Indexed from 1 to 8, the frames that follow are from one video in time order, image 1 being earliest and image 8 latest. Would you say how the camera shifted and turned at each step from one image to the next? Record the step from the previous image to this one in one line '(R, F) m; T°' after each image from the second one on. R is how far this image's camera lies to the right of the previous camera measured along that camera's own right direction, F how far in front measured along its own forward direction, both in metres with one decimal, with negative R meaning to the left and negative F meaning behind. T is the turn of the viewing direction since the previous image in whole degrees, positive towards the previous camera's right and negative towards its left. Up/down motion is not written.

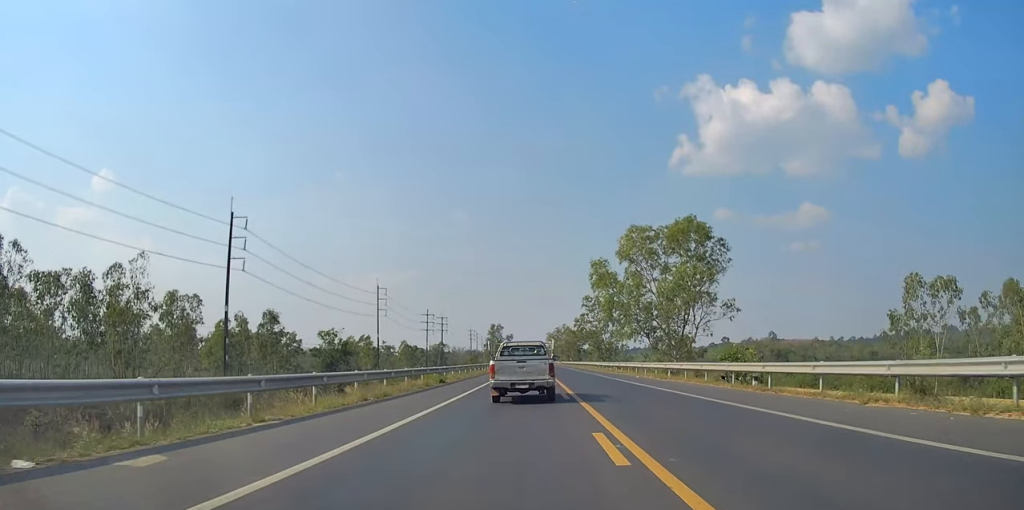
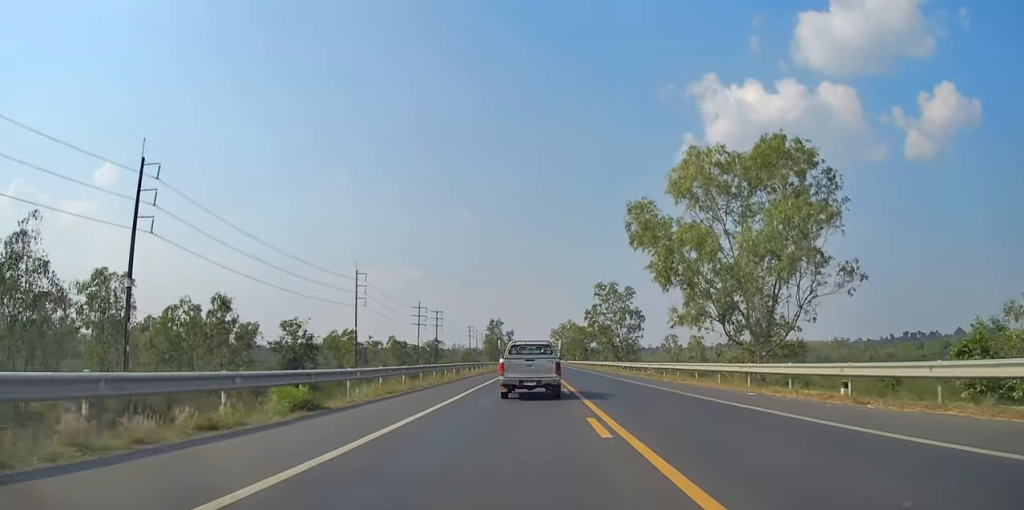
(-0.6, +21.9) m; -1°
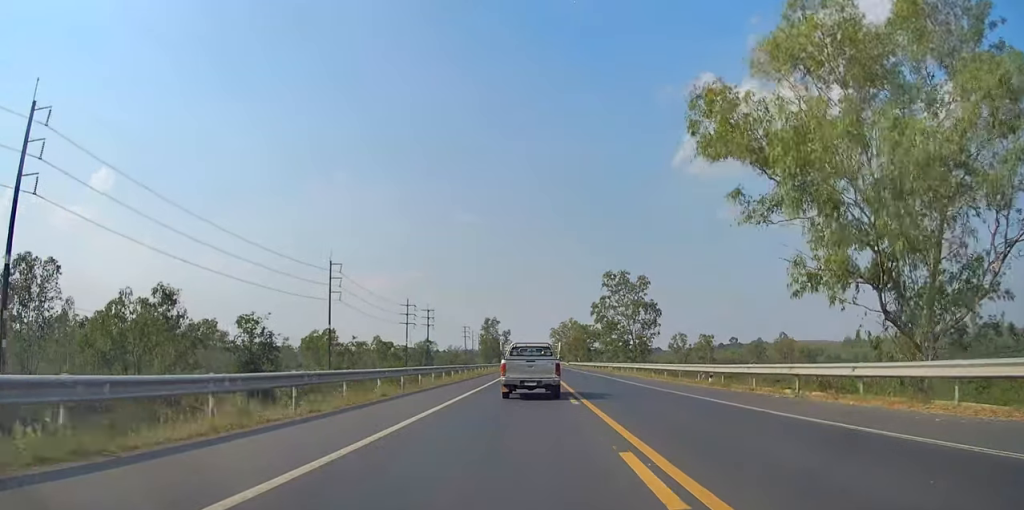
(+0.2, +16.9) m; +2°
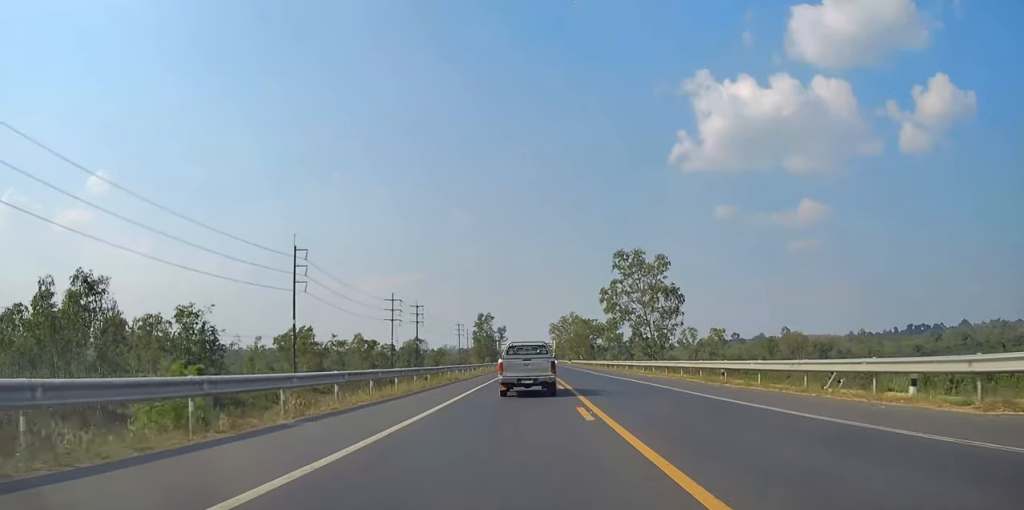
(+0.3, +16.1) m; +1°
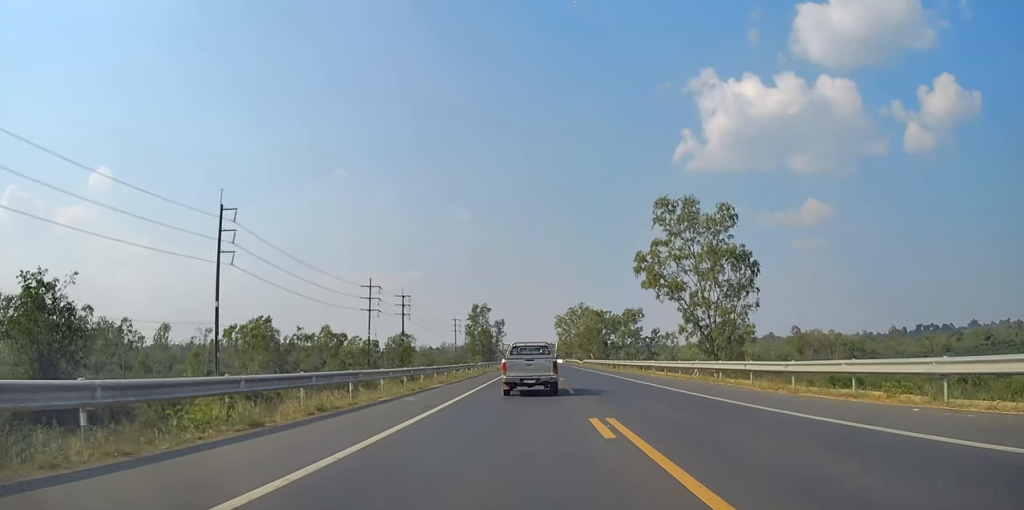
(+0.1, +26.9) m; 0°
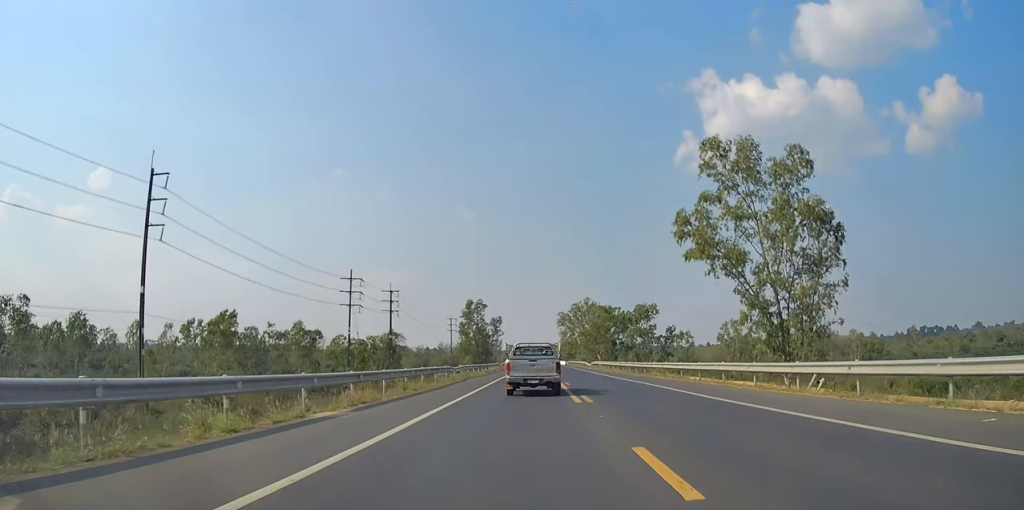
(0.0, +15.9) m; -2°
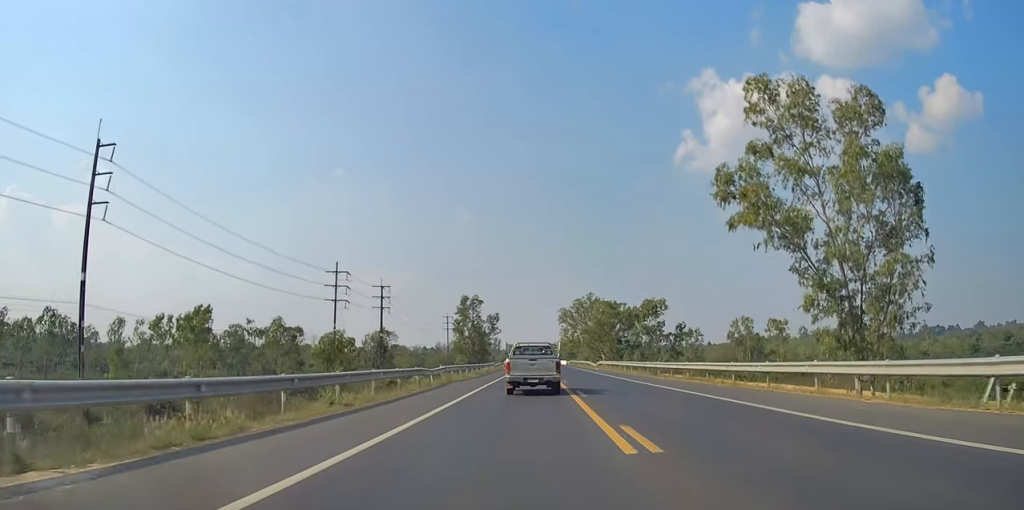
(-0.2, +9.3) m; 0°
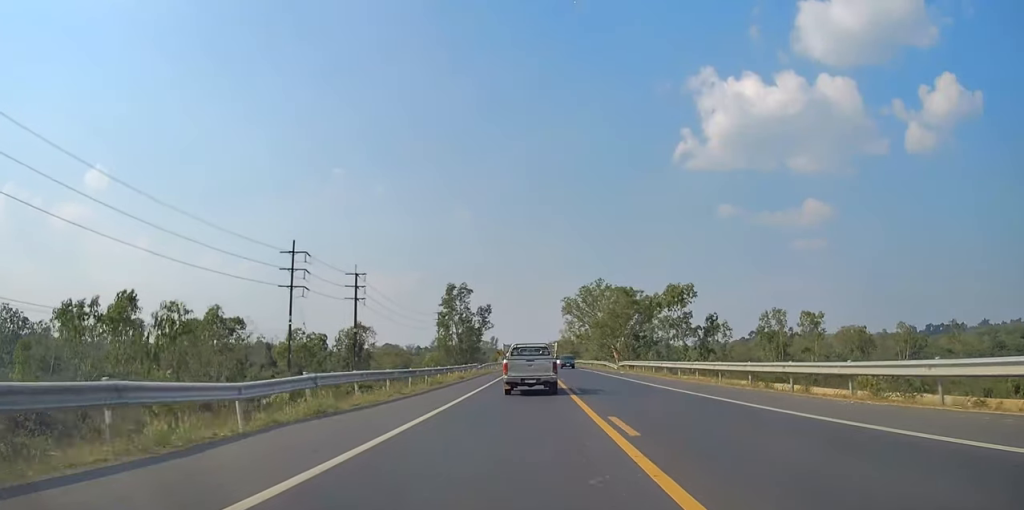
(0.0, +21.4) m; +1°
